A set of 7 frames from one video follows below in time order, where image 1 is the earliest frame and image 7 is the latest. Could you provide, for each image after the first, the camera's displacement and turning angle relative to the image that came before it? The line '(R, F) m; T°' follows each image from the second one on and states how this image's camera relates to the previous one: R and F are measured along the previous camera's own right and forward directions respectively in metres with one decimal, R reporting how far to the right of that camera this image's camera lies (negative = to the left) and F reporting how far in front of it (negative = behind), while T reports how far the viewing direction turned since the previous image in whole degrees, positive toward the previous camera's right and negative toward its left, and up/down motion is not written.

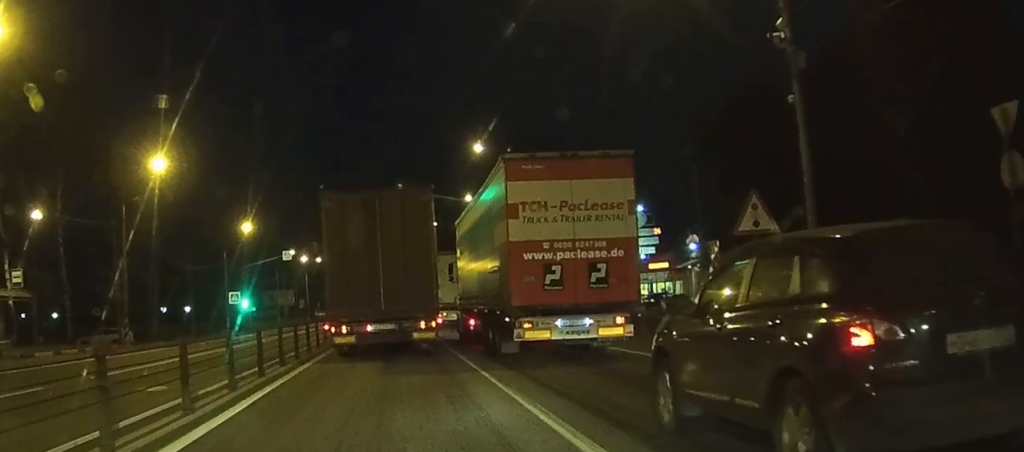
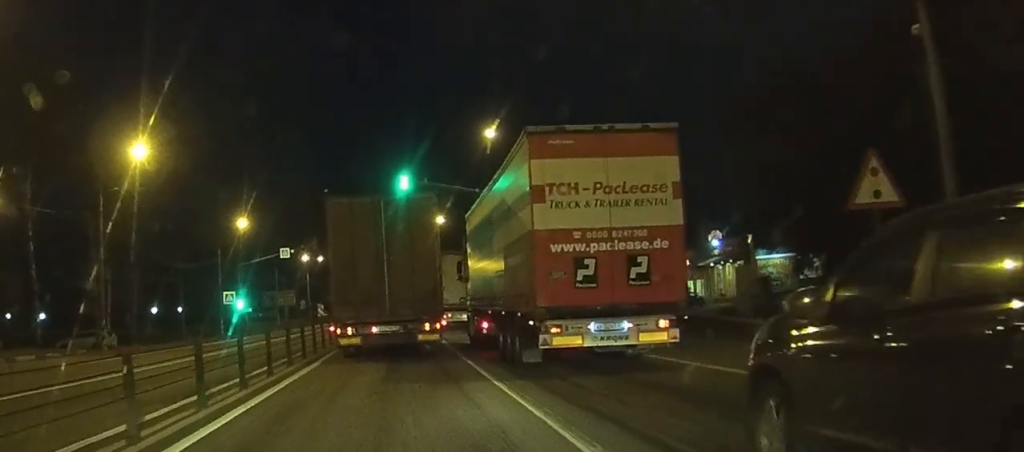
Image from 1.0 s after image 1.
(0.0, +4.8) m; 0°
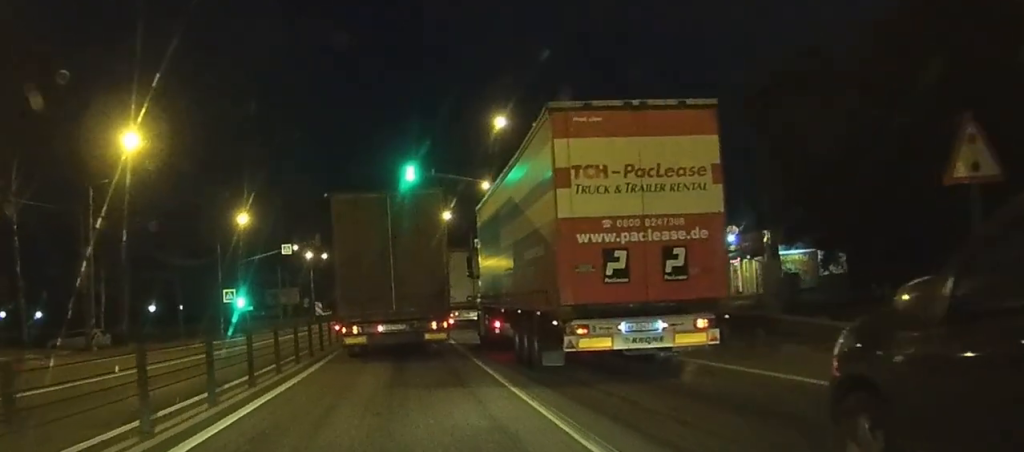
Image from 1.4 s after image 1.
(0.0, +2.3) m; -1°
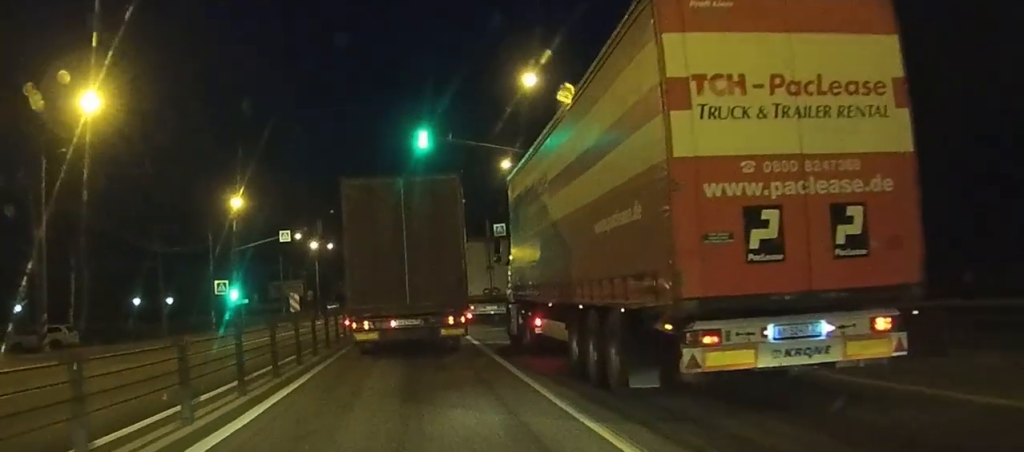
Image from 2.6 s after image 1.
(-0.1, +6.6) m; -2°
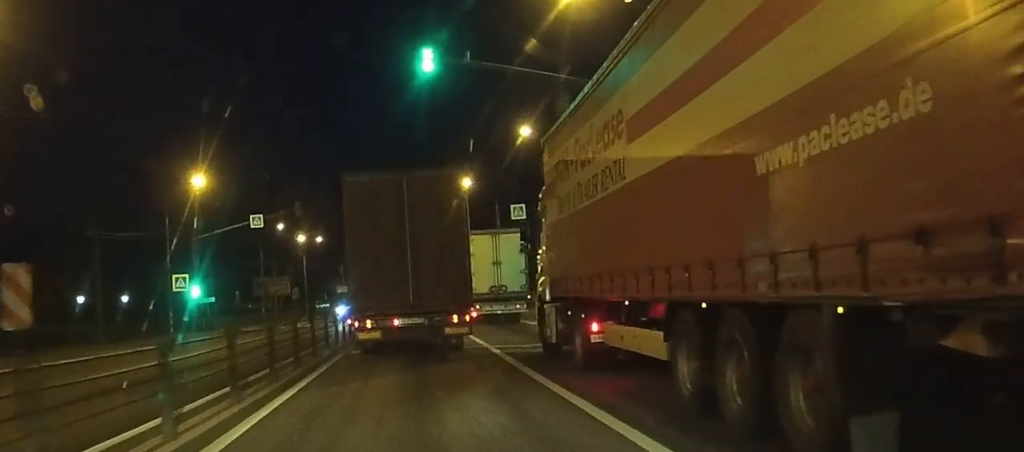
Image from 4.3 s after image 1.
(-0.1, +11.7) m; 0°
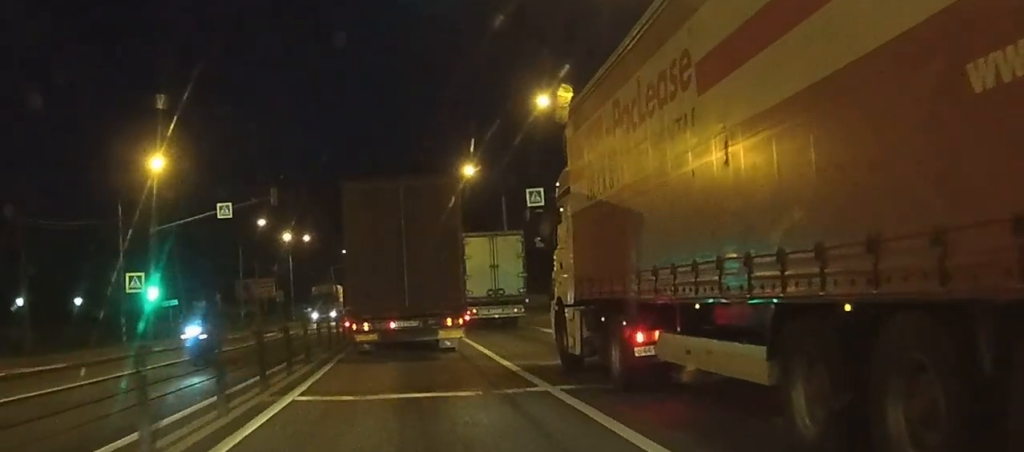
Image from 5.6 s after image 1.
(0.0, +9.5) m; 0°
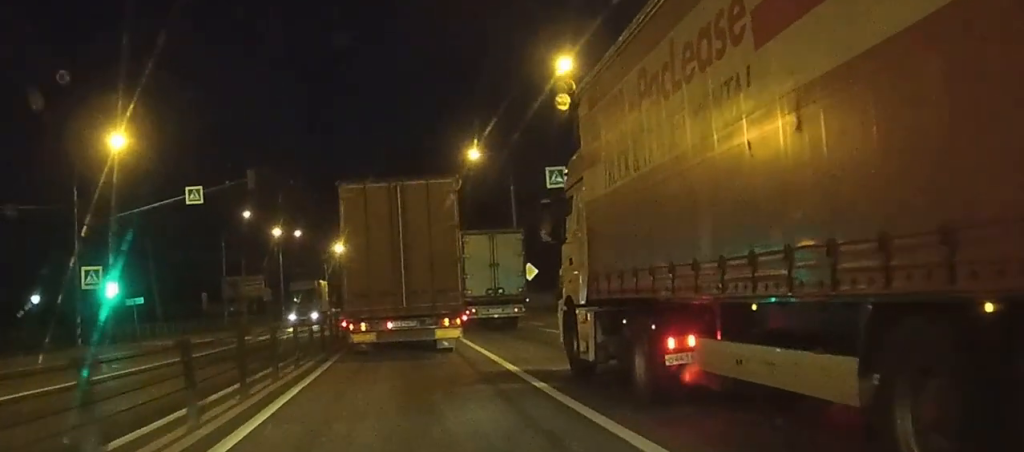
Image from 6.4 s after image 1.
(0.0, +7.0) m; +2°
